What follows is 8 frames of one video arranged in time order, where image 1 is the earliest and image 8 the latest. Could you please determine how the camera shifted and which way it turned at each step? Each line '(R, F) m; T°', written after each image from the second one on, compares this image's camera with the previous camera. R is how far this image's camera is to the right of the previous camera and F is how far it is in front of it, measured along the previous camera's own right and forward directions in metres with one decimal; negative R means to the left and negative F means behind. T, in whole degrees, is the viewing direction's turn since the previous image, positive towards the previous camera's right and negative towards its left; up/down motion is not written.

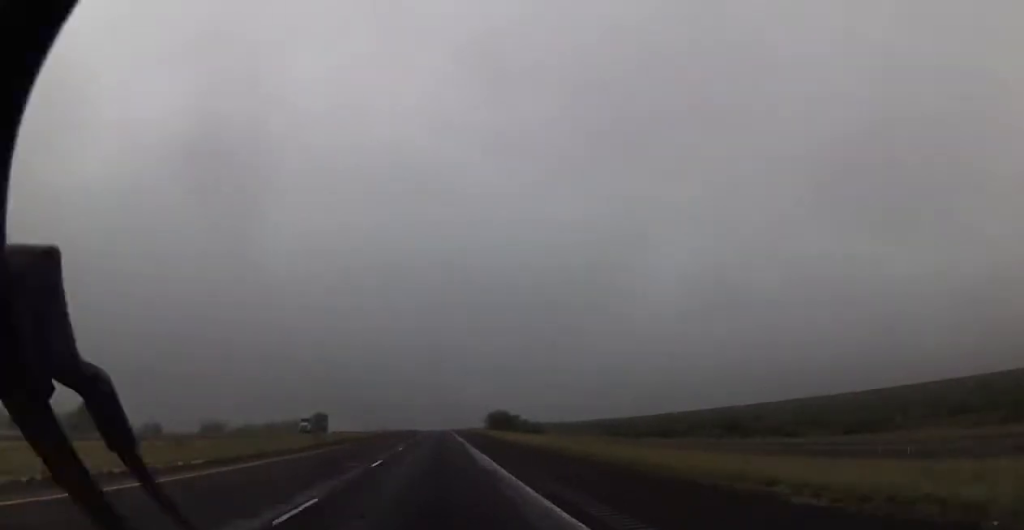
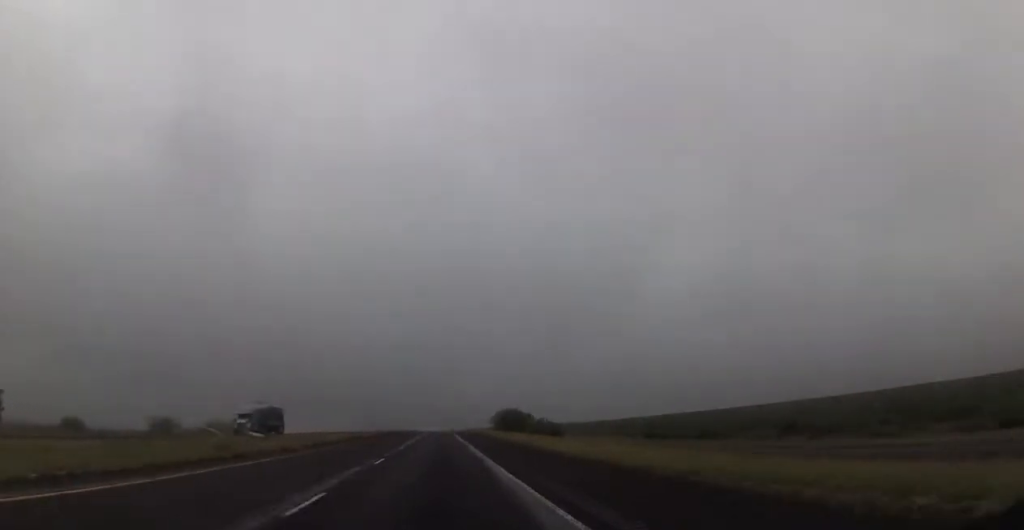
(+0.1, +23.8) m; 0°
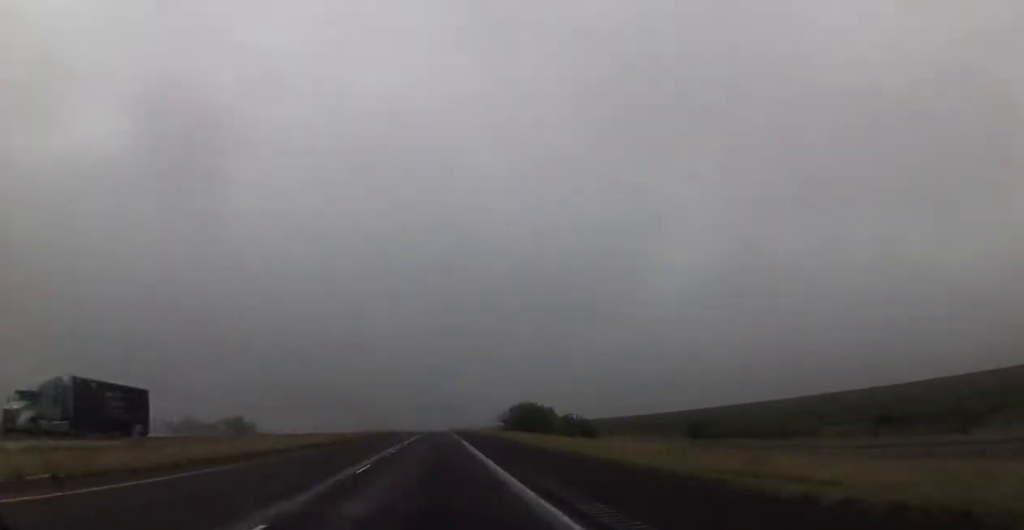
(-0.3, +28.4) m; 0°
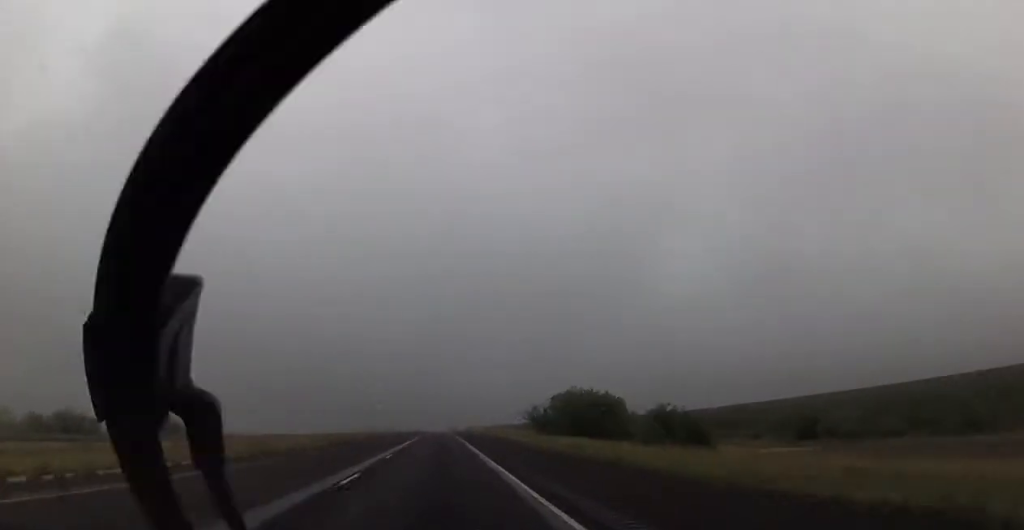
(+0.3, +40.0) m; 0°
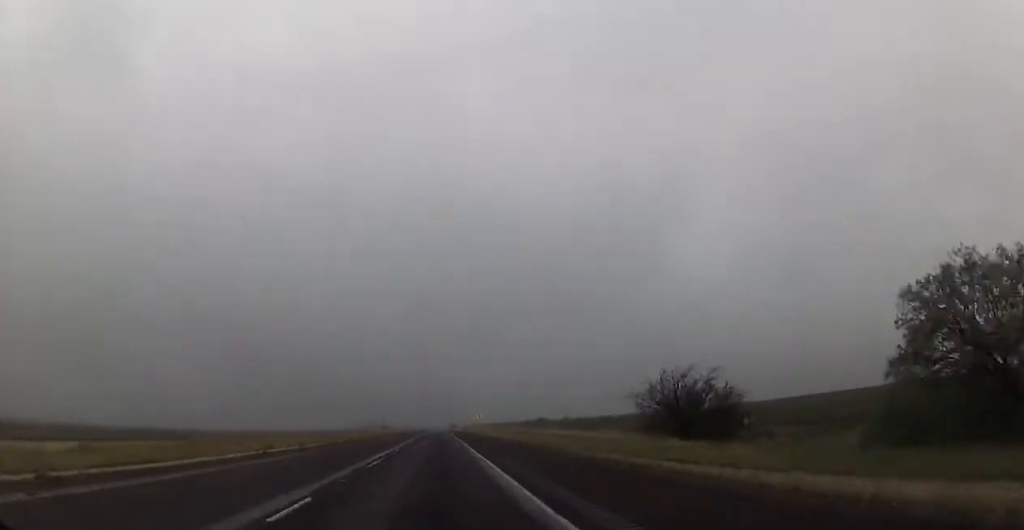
(0.0, +55.2) m; 0°
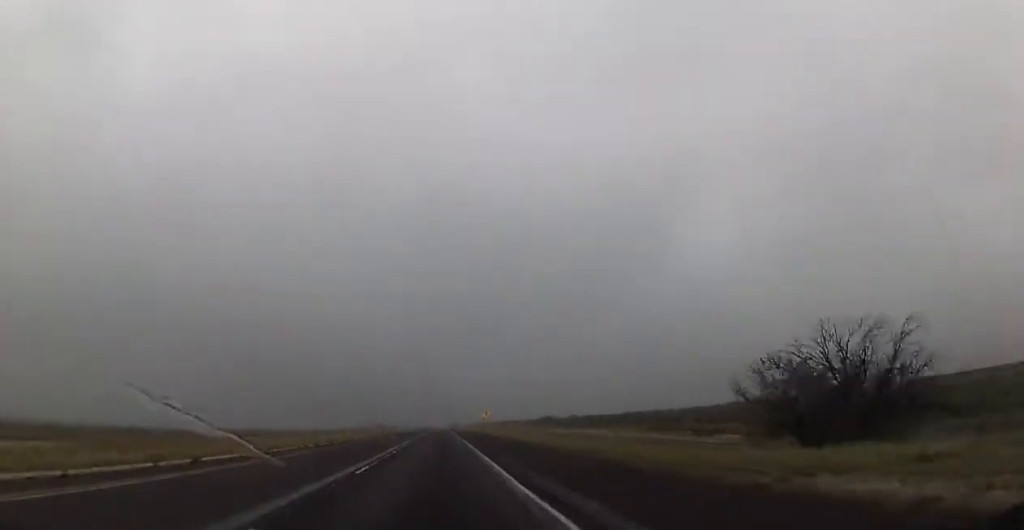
(0.0, +16.1) m; 0°
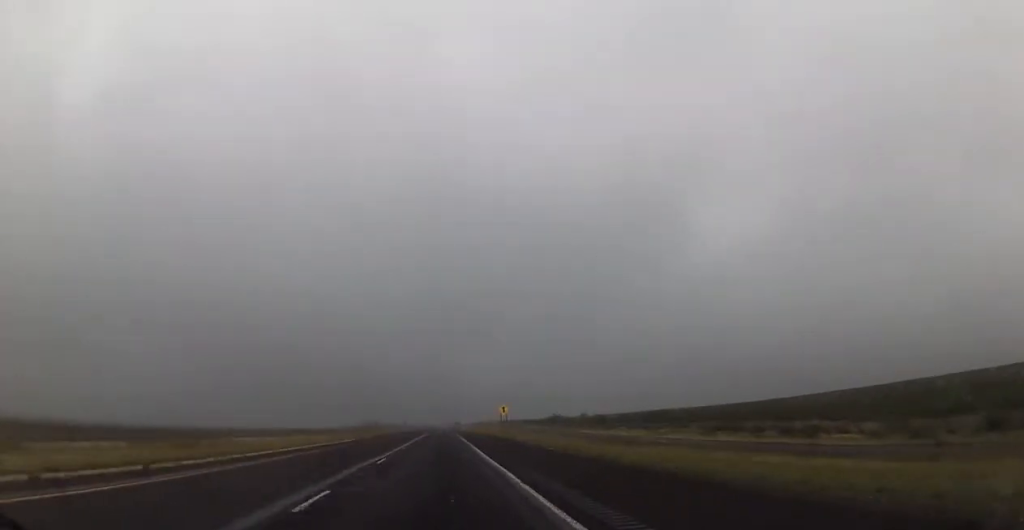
(-0.2, +32.2) m; 0°
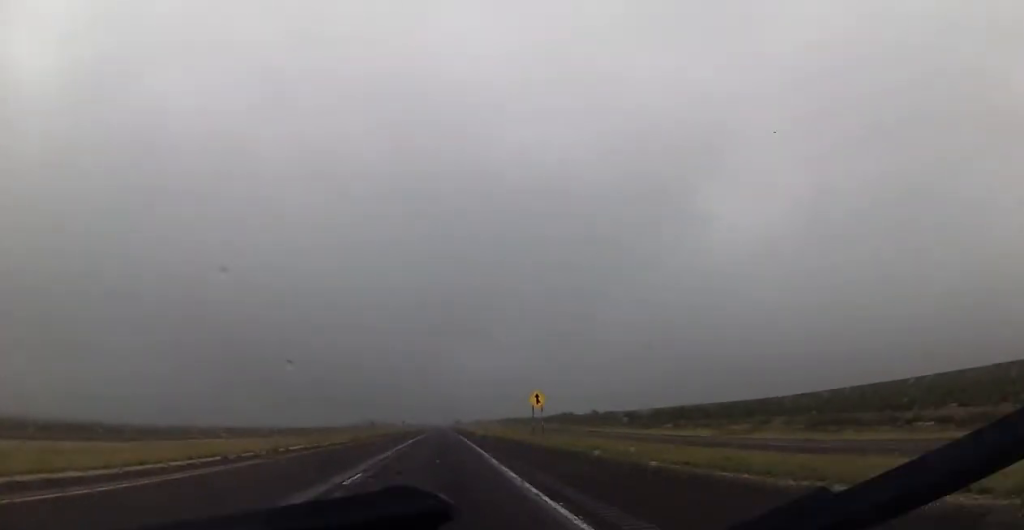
(+0.3, +32.4) m; +1°
